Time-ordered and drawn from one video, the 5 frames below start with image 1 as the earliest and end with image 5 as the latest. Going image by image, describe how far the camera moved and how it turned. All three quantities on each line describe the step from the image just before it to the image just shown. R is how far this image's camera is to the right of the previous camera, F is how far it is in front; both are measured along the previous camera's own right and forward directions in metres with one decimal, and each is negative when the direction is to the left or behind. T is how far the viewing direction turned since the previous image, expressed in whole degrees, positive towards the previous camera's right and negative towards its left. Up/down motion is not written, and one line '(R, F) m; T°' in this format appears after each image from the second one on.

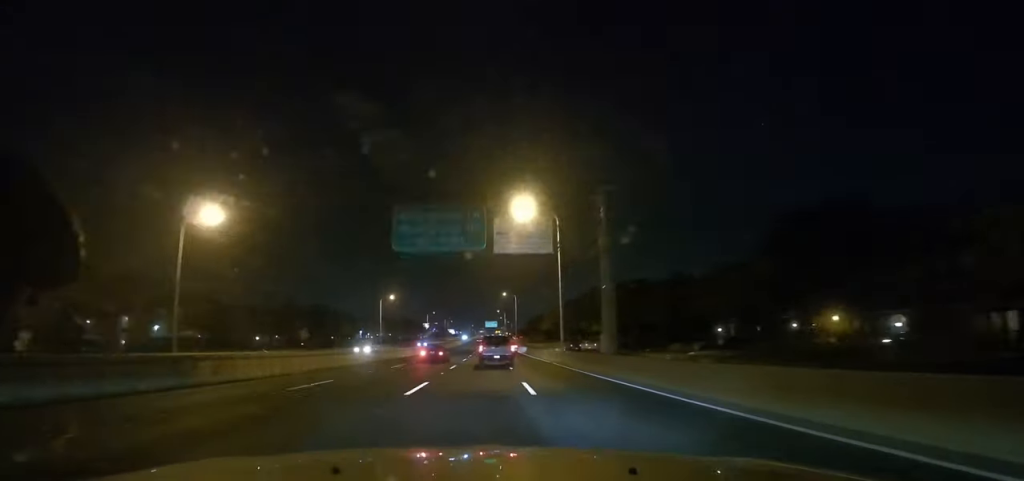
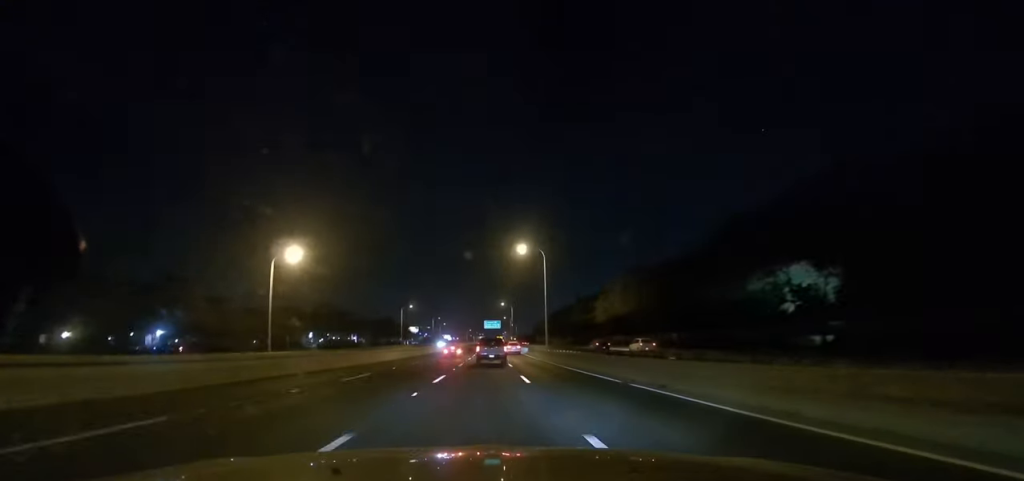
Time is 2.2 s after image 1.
(+0.2, +59.6) m; 0°
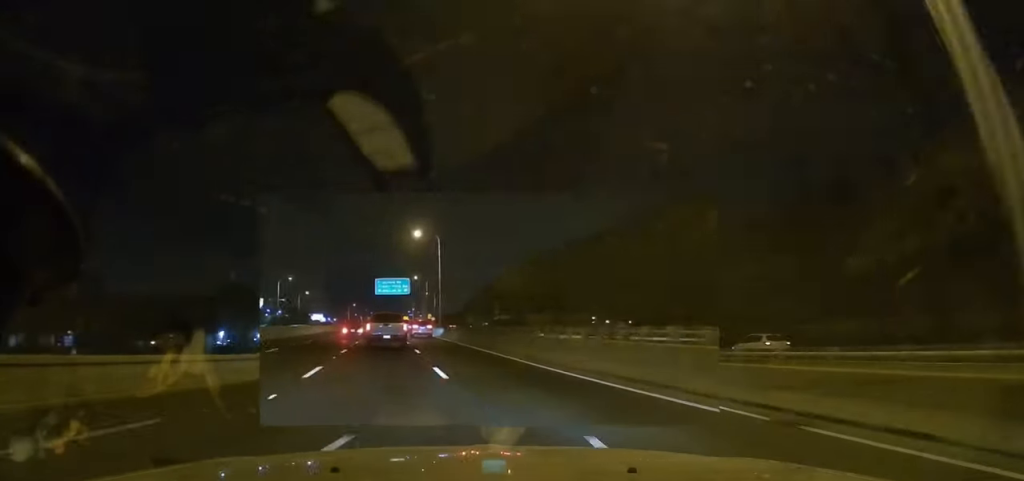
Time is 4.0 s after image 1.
(0.0, +50.8) m; 0°
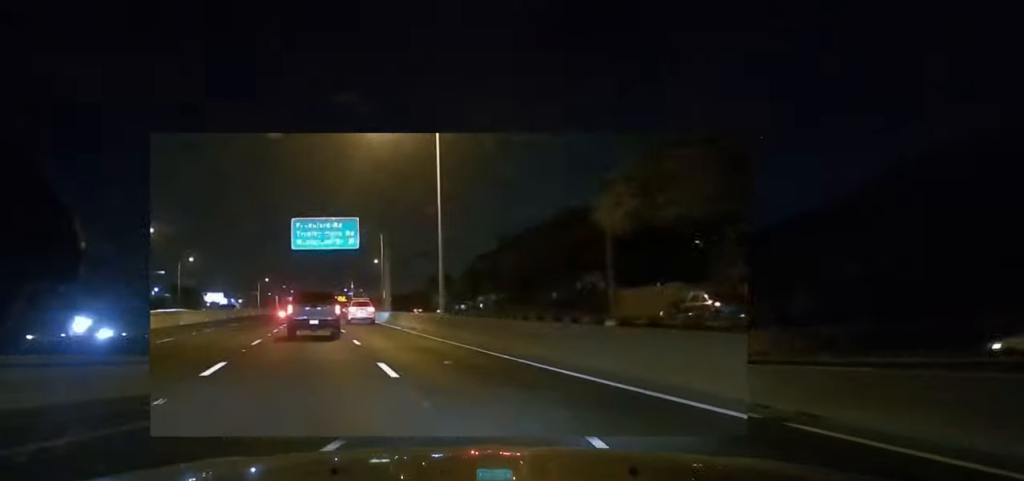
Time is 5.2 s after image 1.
(+0.1, +36.8) m; 0°
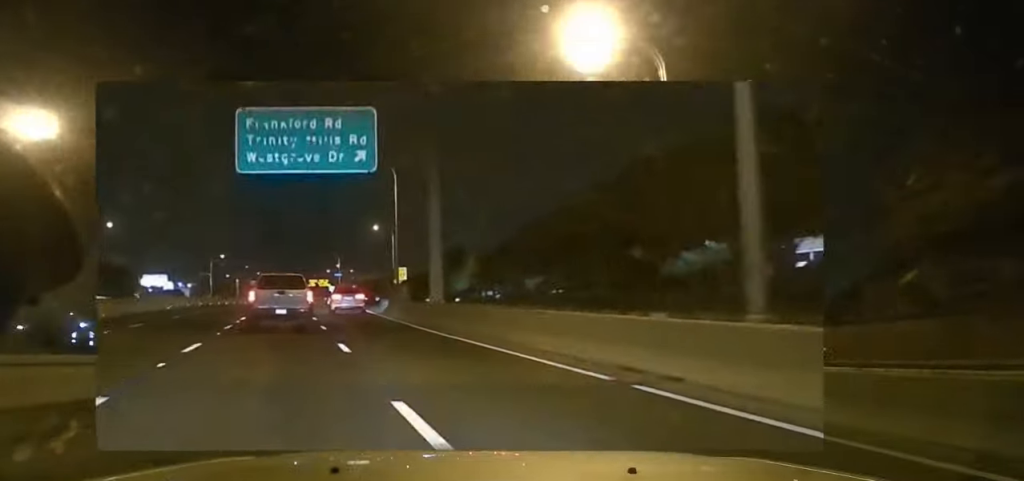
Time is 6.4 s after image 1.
(0.0, +32.6) m; 0°
